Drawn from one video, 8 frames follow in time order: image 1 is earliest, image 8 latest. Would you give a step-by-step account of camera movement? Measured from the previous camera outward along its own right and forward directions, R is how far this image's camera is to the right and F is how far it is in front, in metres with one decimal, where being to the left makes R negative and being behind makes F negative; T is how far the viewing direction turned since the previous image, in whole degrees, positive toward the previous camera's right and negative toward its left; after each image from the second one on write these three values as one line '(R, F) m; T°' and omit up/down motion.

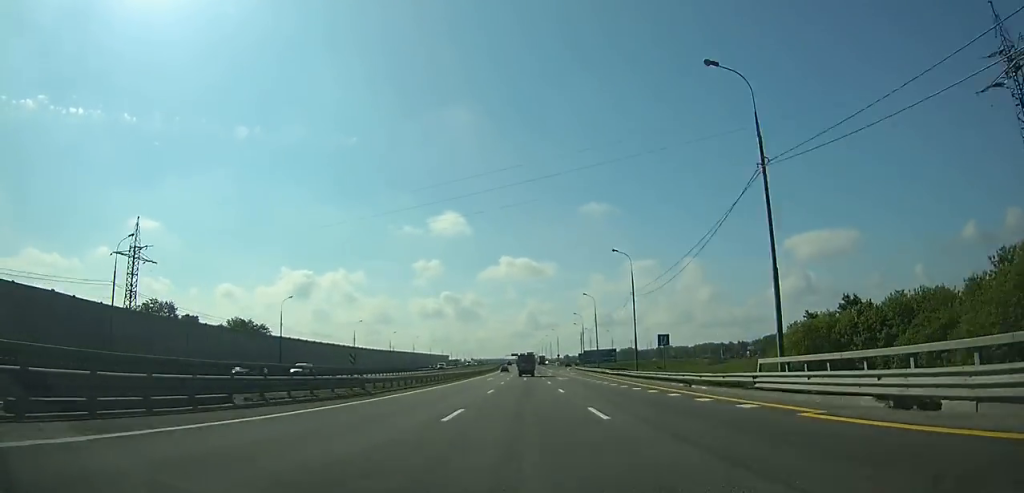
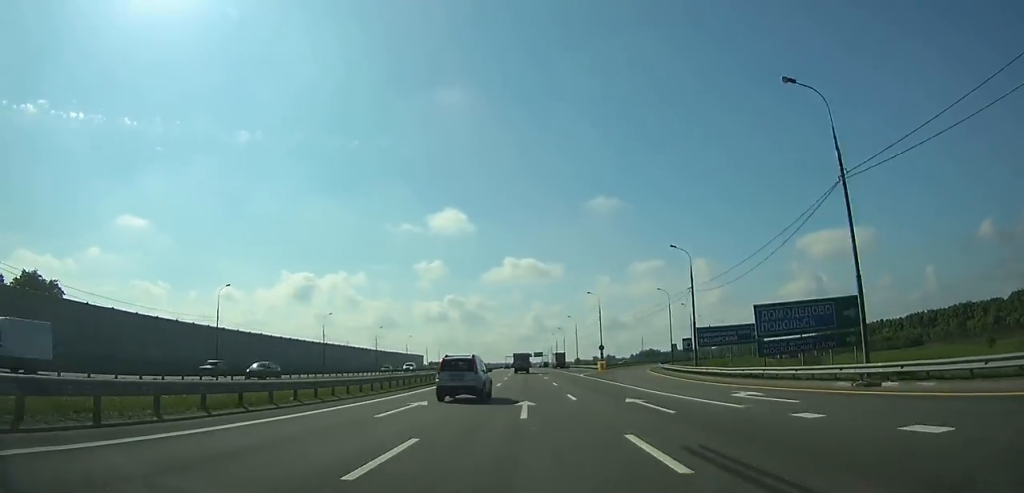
(-0.9, +103.2) m; -1°
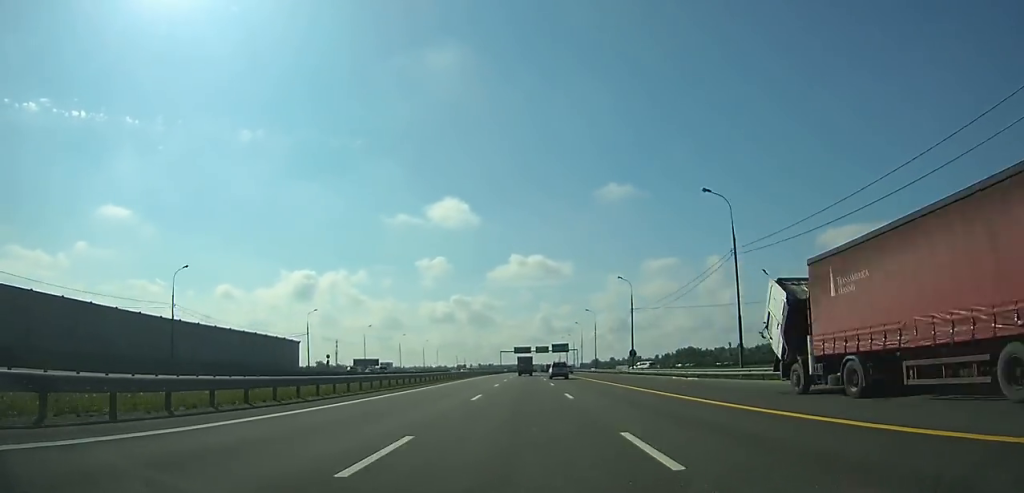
(-0.9, +140.9) m; -1°
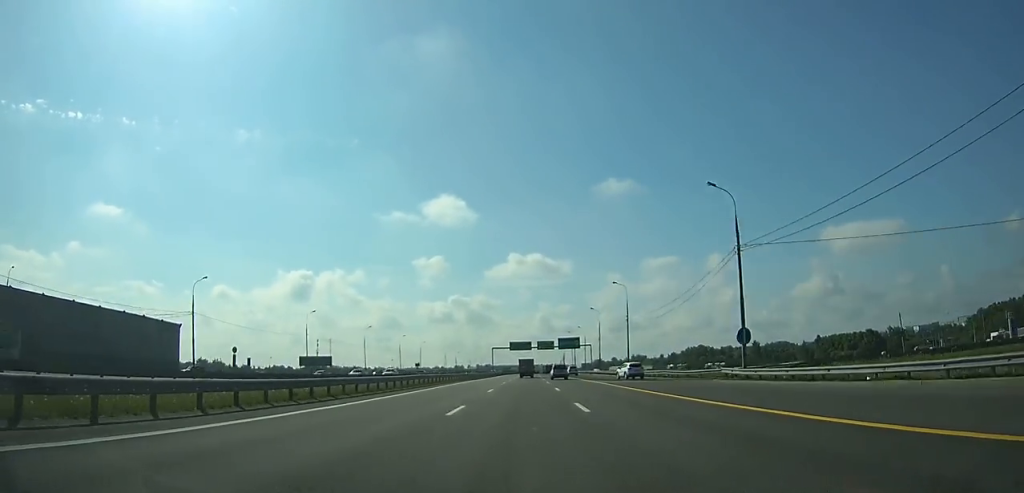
(-0.1, +38.5) m; 0°
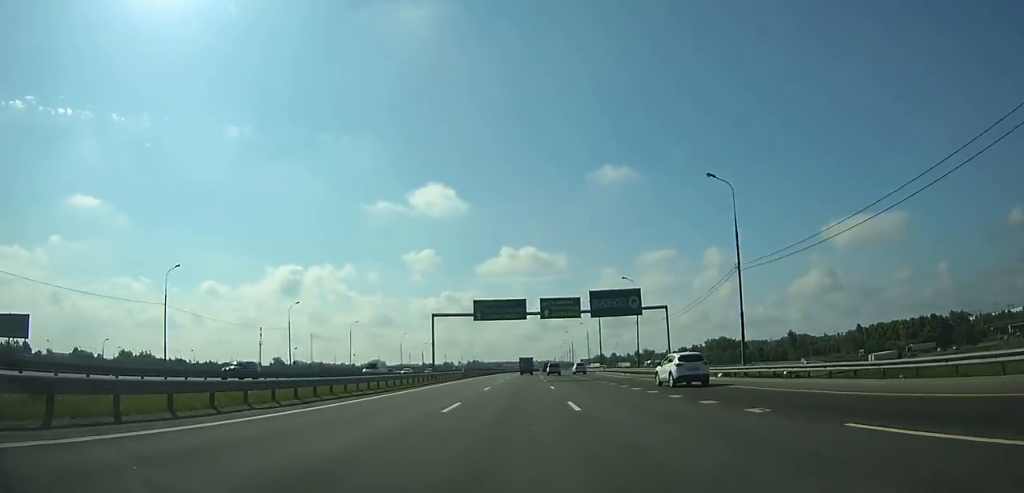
(+0.3, +79.7) m; +1°
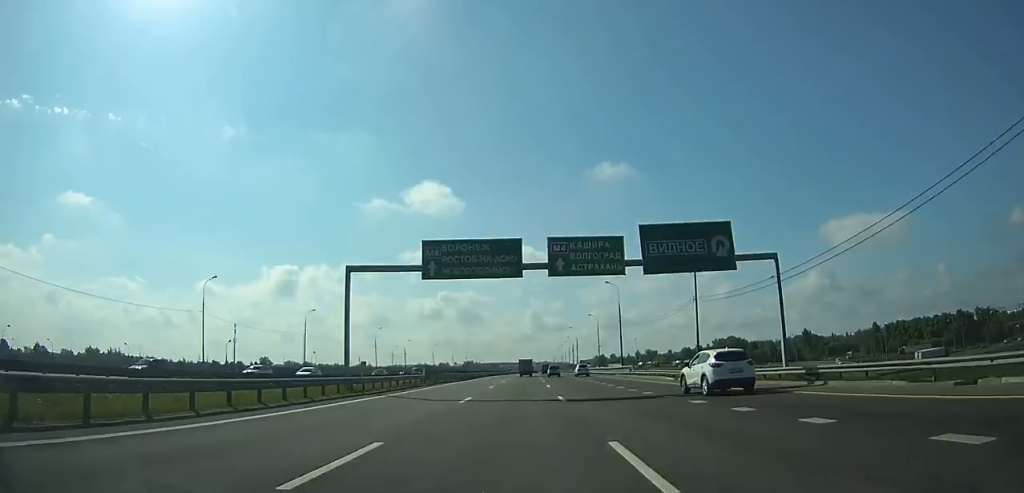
(0.0, +27.0) m; 0°
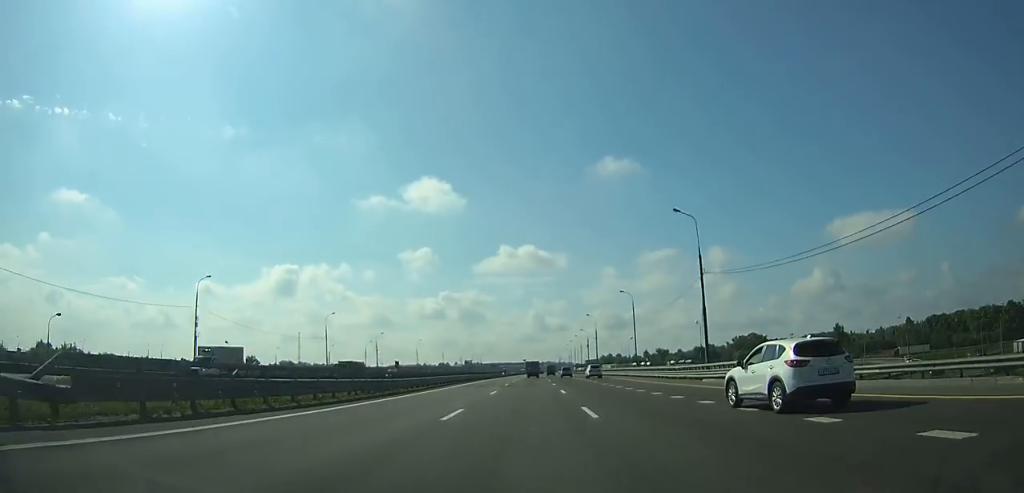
(+0.1, +39.4) m; 0°
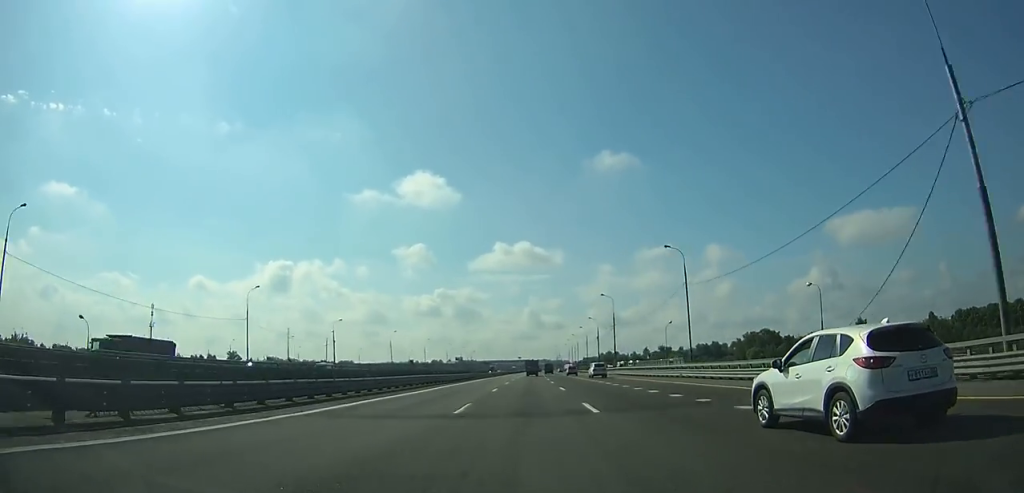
(0.0, +31.1) m; 0°
